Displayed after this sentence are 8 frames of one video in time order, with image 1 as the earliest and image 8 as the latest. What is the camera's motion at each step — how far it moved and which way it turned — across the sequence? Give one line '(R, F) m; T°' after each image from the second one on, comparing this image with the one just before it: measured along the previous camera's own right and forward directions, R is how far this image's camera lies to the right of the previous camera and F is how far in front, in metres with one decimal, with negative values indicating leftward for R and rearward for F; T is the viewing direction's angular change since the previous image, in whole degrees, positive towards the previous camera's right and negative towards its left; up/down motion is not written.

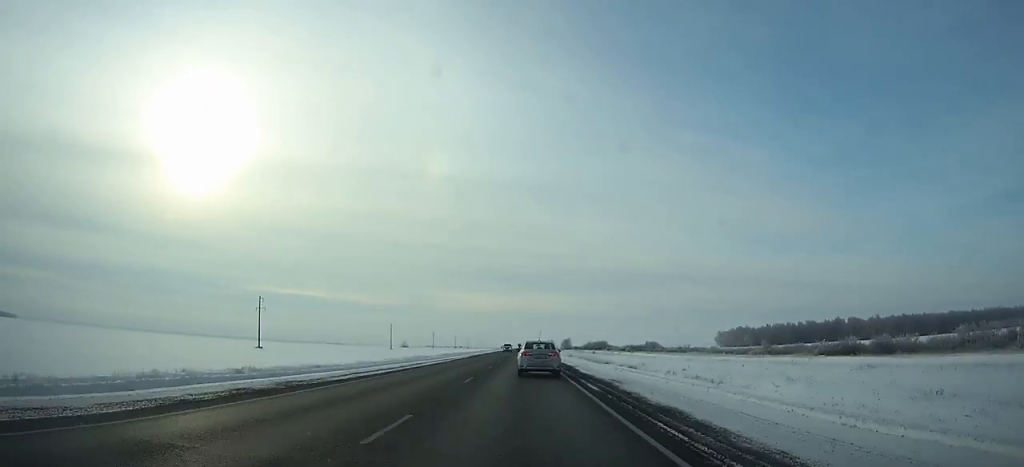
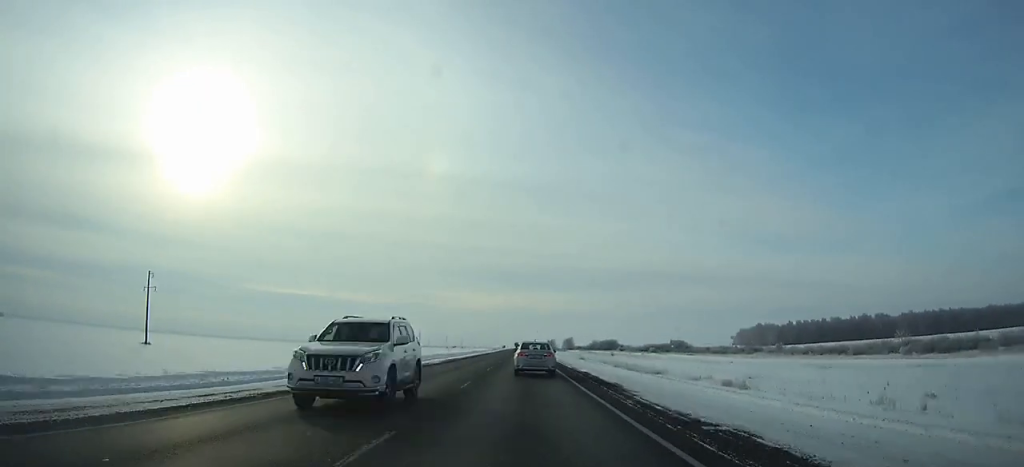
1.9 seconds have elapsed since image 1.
(+0.1, +49.8) m; 0°
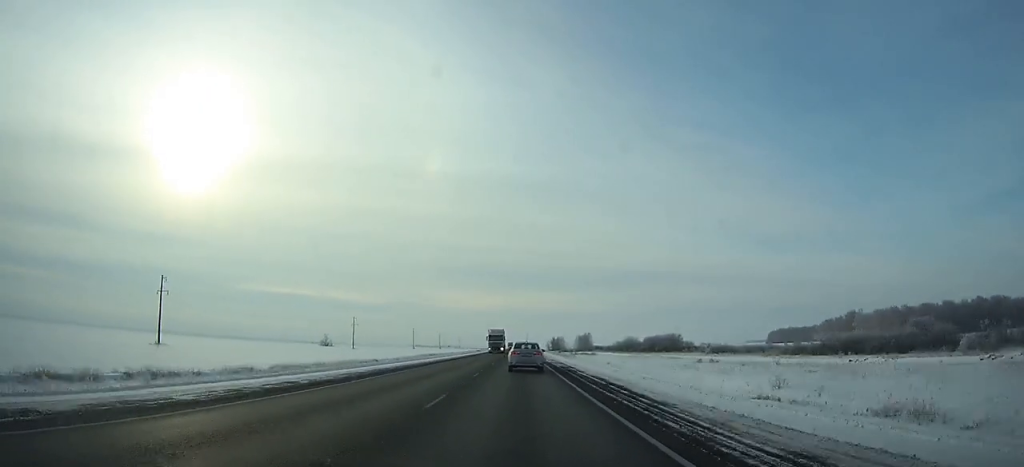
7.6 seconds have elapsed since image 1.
(+0.5, +149.6) m; 0°
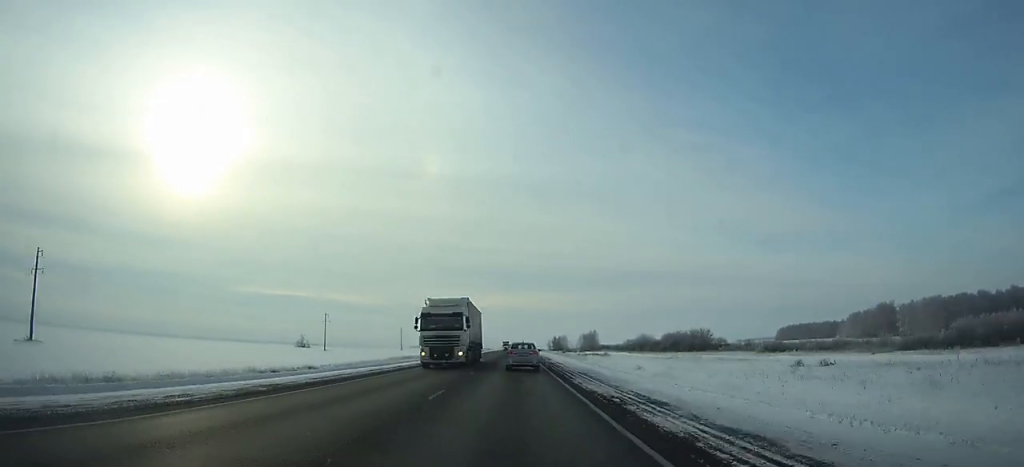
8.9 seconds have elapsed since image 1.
(+0.1, +34.3) m; 0°
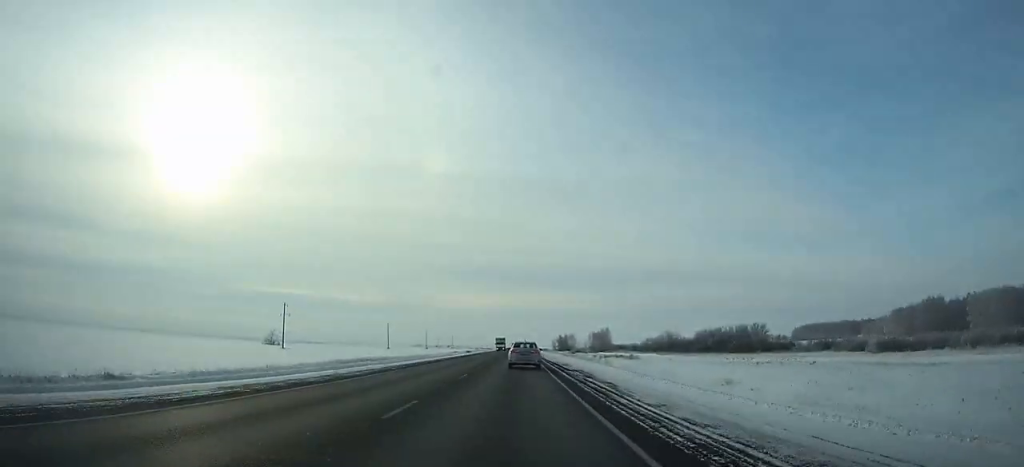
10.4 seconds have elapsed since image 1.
(-0.1, +39.7) m; 0°
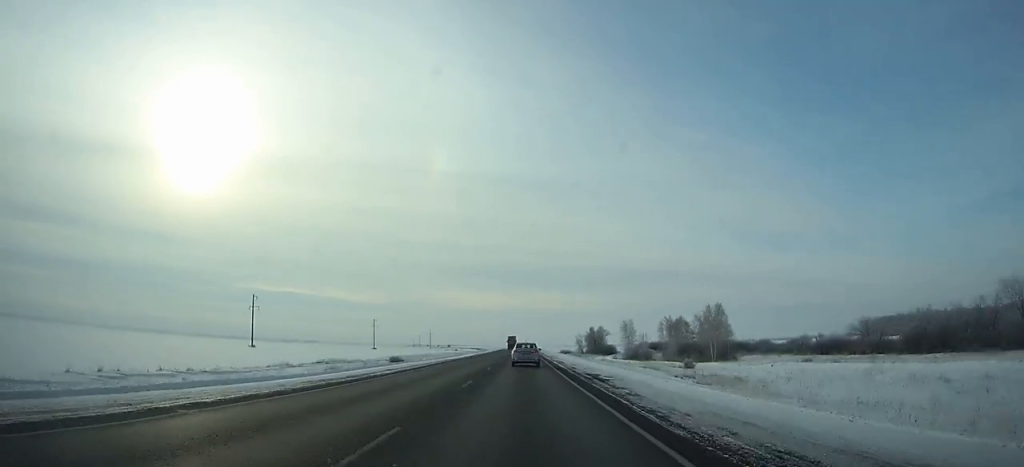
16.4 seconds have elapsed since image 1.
(-0.9, +160.4) m; 0°
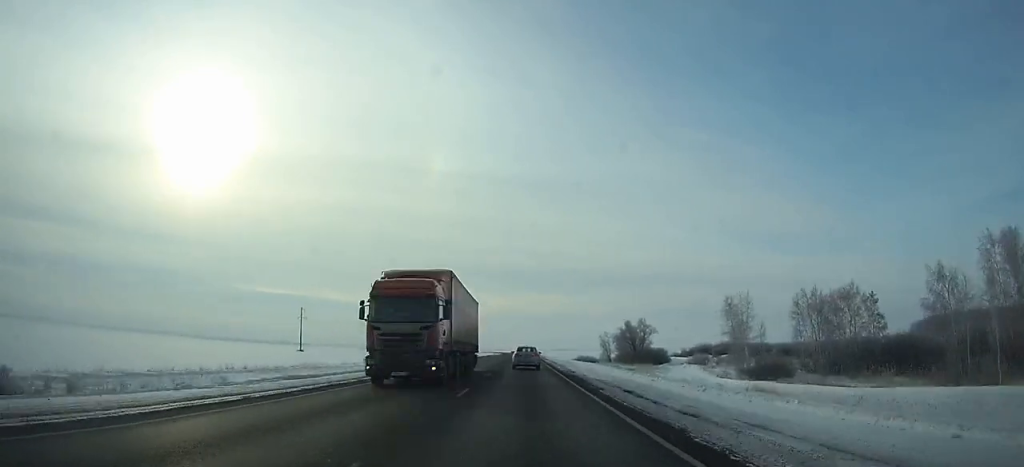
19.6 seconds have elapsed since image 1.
(+0.2, +86.0) m; 0°
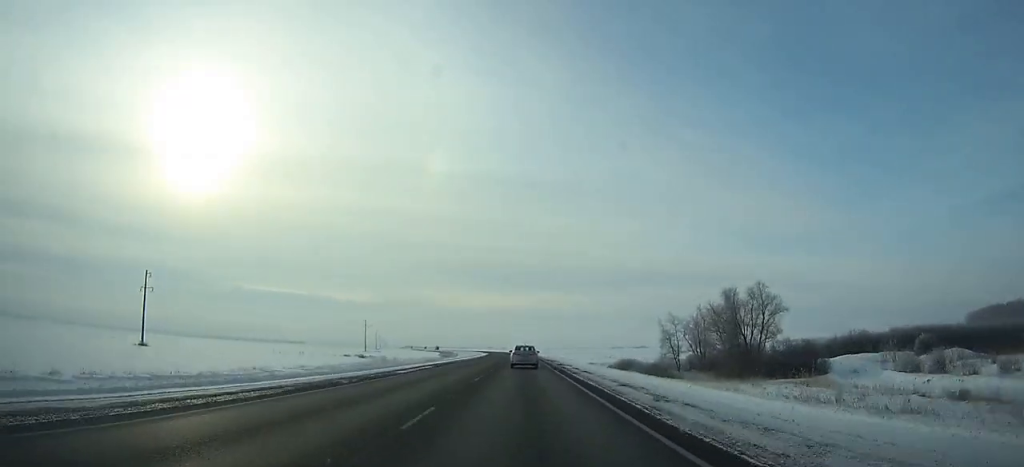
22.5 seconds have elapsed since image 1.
(0.0, +77.4) m; 0°
